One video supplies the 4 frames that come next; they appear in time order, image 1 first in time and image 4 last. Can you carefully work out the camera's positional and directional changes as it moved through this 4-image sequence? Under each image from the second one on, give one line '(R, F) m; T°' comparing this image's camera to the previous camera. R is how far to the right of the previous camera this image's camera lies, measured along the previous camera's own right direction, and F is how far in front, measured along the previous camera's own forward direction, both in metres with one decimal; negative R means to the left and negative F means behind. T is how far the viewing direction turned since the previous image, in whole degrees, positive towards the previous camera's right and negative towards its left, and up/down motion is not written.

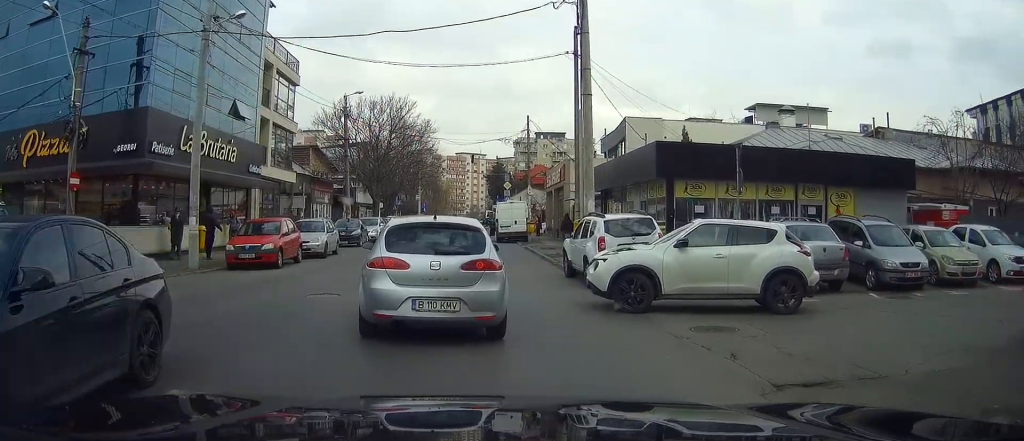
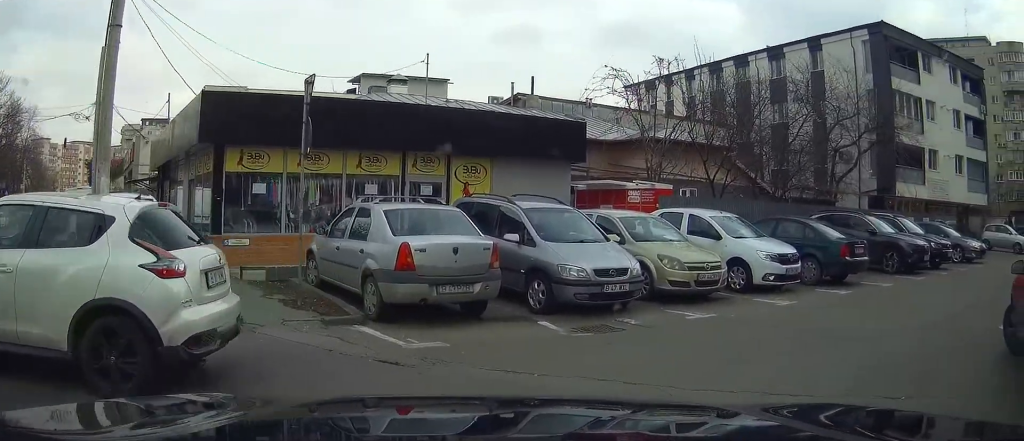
(+2.4, +6.2) m; +42°
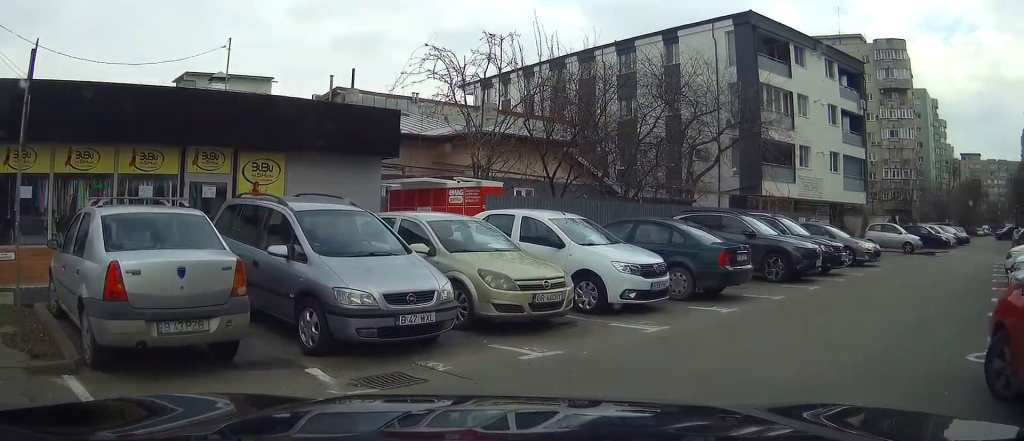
(+0.4, +3.1) m; +16°
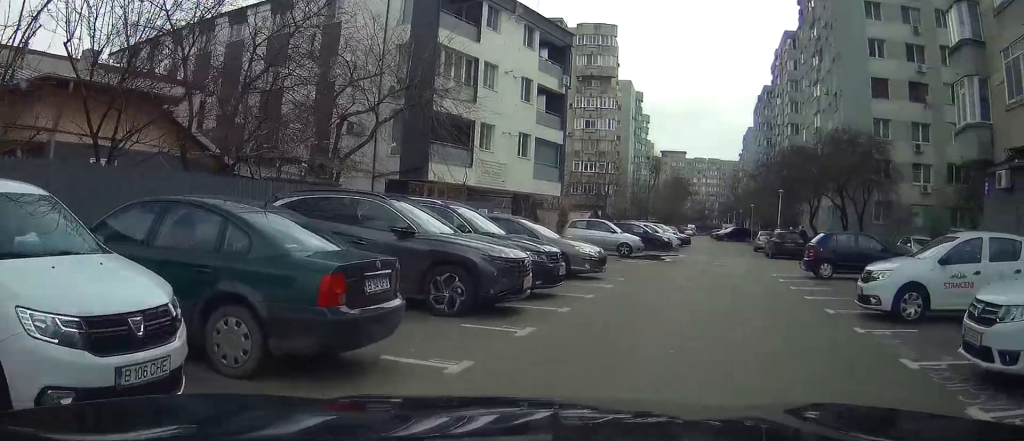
(+2.1, +8.5) m; +20°
